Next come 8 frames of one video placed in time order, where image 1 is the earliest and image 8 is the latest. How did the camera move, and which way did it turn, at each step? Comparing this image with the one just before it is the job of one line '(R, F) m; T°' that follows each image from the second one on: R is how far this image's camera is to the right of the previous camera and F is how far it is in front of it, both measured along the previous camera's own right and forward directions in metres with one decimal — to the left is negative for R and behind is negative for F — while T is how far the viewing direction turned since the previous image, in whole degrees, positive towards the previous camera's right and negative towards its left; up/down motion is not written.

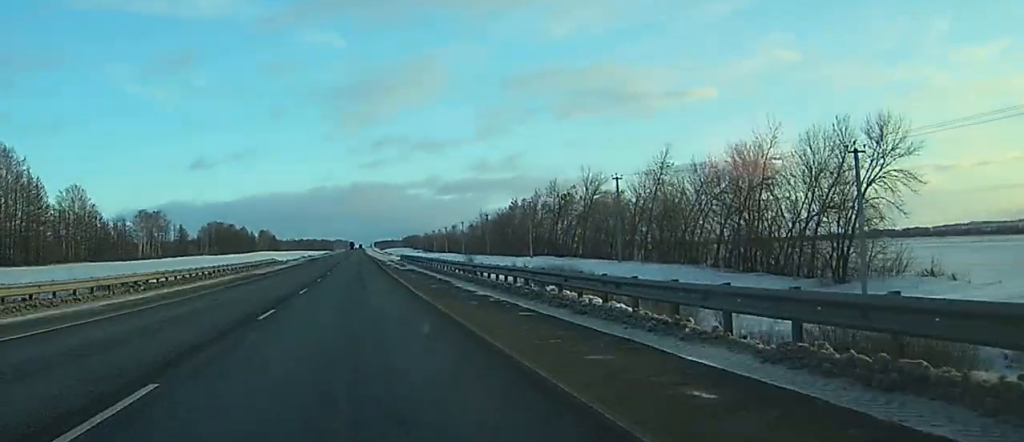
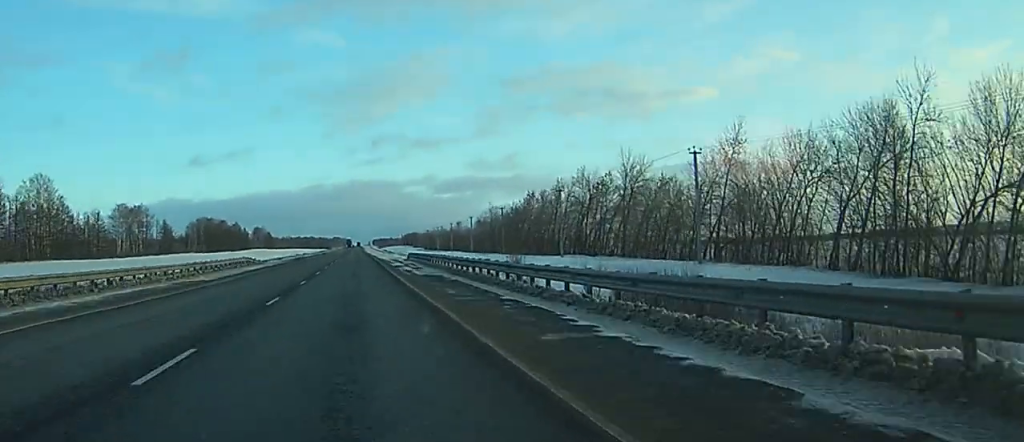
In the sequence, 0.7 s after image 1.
(+0.2, +21.1) m; 0°
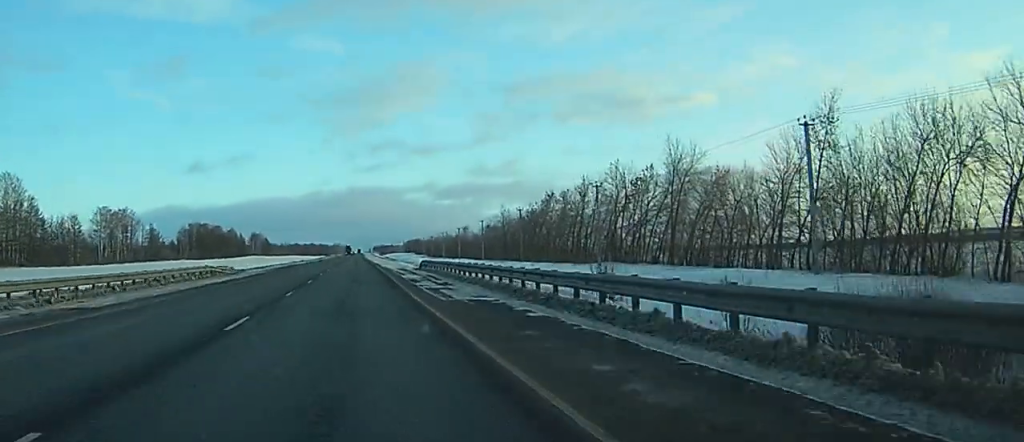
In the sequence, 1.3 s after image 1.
(0.0, +17.3) m; 0°
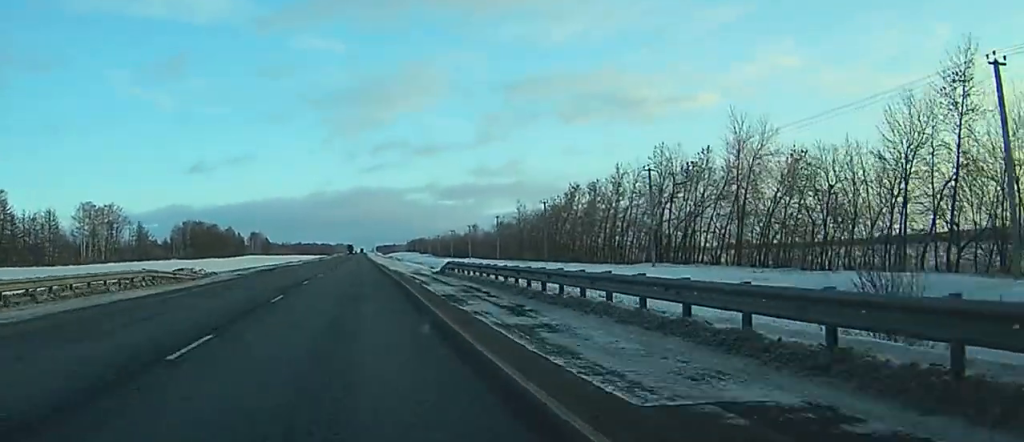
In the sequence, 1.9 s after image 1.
(0.0, +16.4) m; 0°
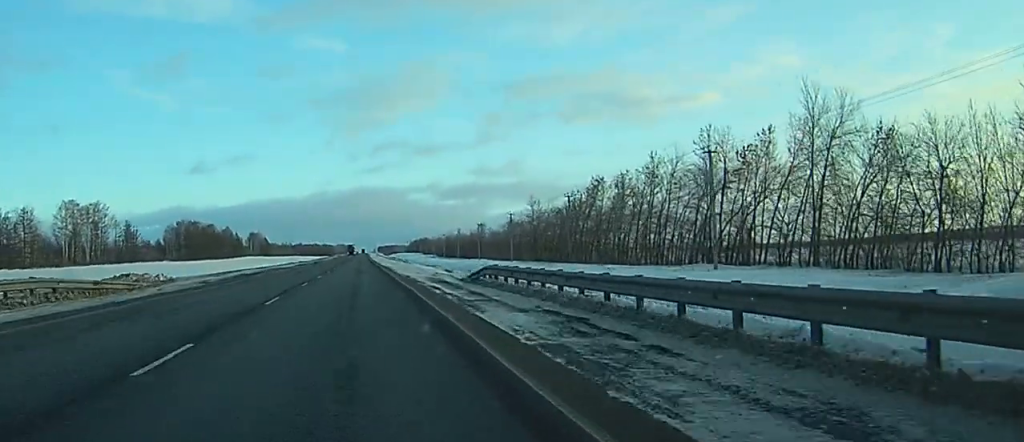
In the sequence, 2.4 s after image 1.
(0.0, +13.6) m; 0°
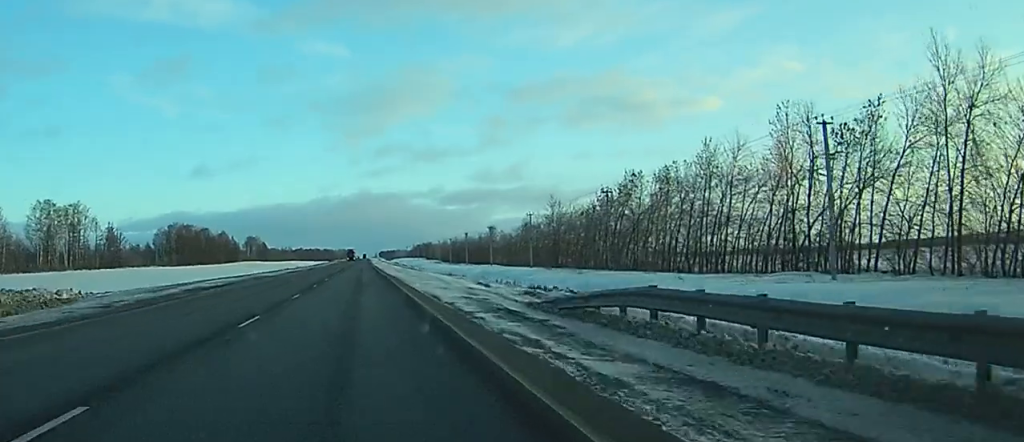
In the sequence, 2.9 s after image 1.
(0.0, +16.5) m; 0°
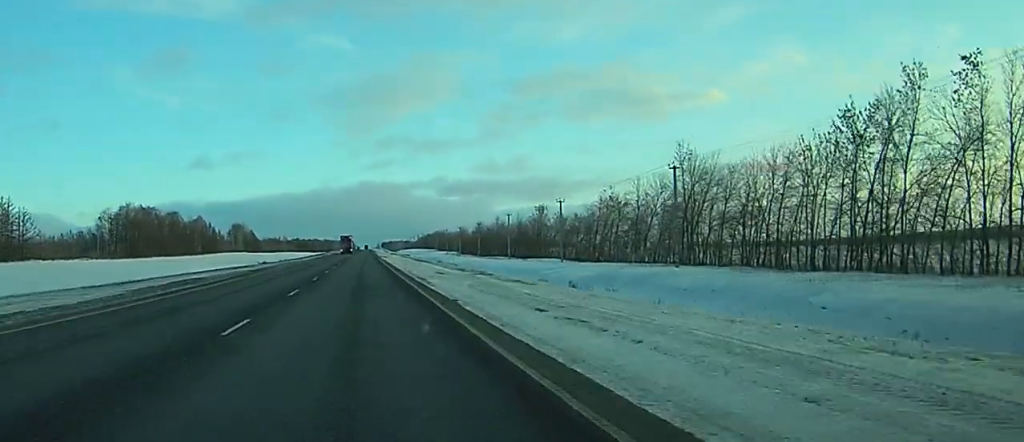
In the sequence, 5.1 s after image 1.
(-0.6, +62.7) m; -1°
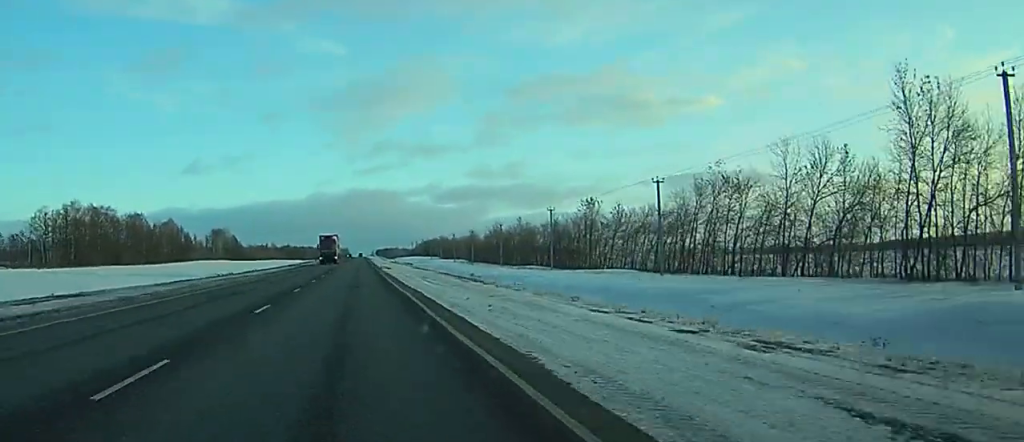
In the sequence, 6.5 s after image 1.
(0.0, +41.5) m; 0°
